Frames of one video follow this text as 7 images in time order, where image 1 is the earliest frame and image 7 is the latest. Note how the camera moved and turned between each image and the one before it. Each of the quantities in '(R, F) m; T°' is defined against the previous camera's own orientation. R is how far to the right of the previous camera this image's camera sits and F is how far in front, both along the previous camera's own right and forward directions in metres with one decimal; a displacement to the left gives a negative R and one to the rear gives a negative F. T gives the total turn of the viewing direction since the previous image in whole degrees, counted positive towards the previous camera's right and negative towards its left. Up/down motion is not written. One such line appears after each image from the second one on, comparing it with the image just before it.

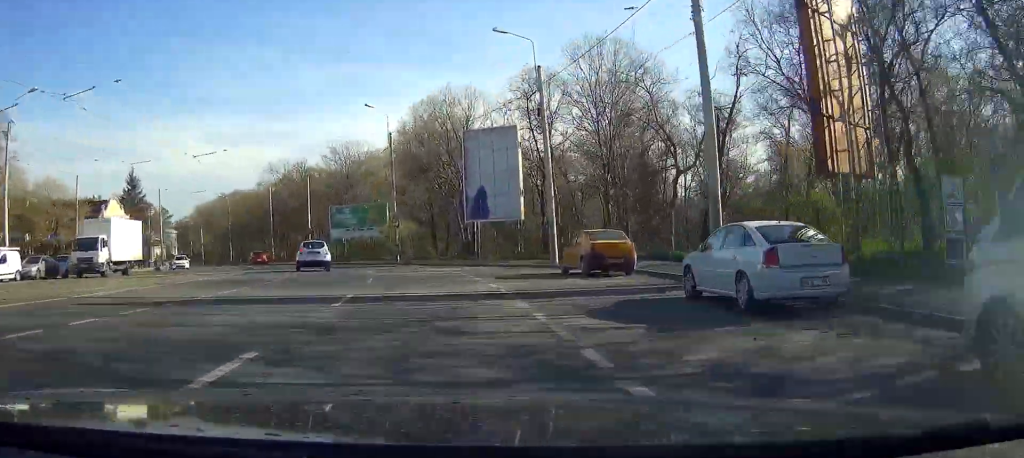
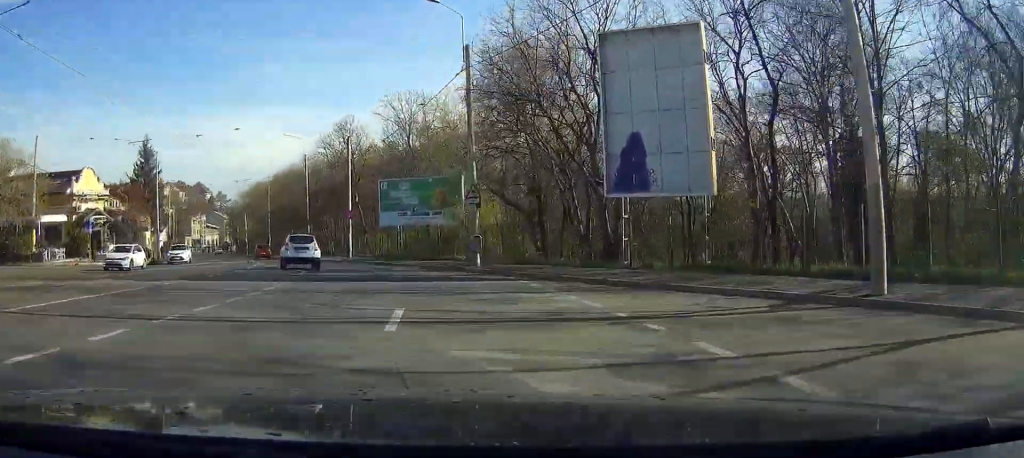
(-1.3, +21.6) m; -8°
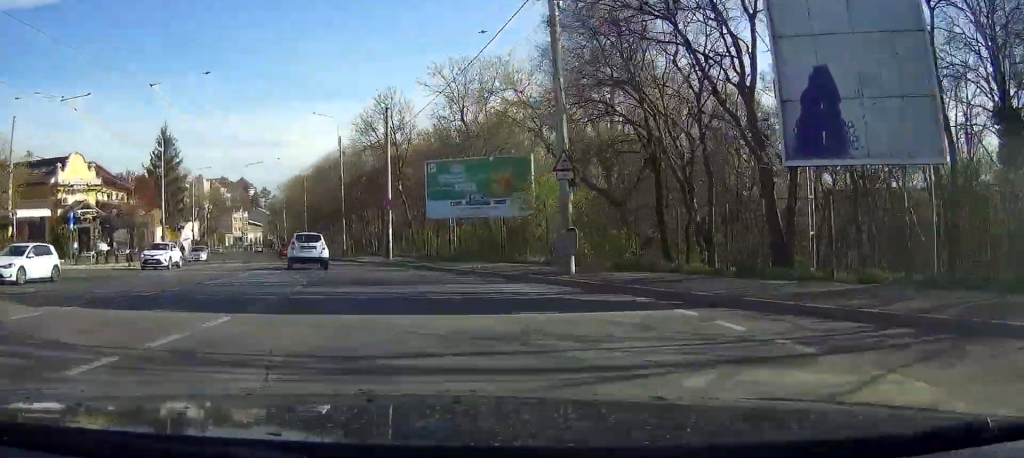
(-0.2, +10.1) m; -4°
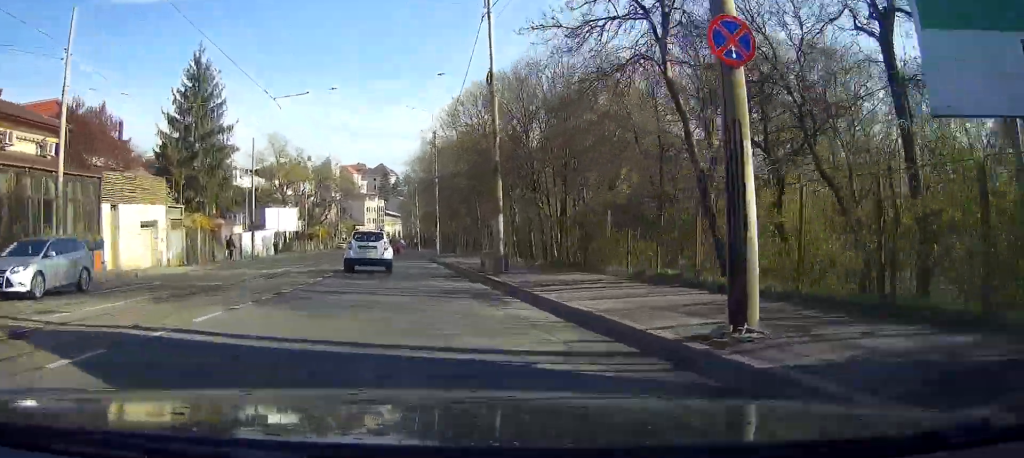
(-3.4, +33.2) m; -10°
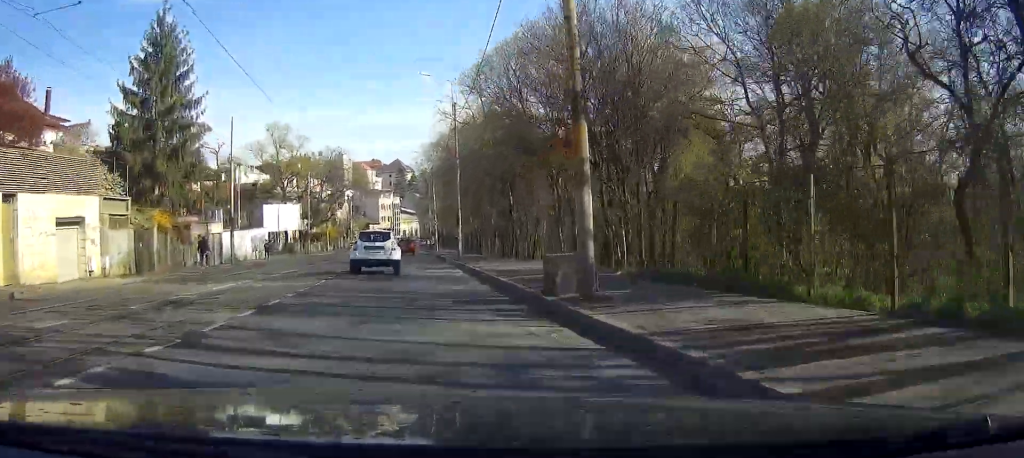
(-0.2, +10.6) m; -1°
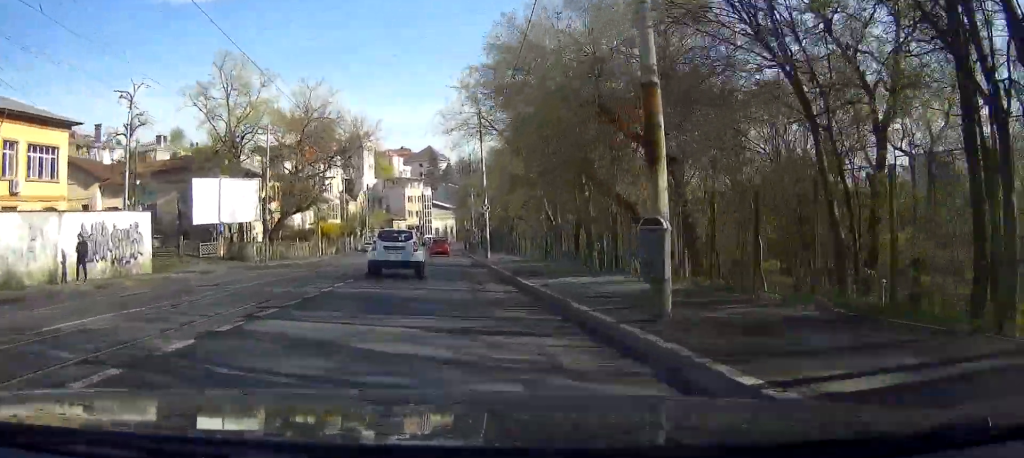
(-0.8, +34.5) m; -2°
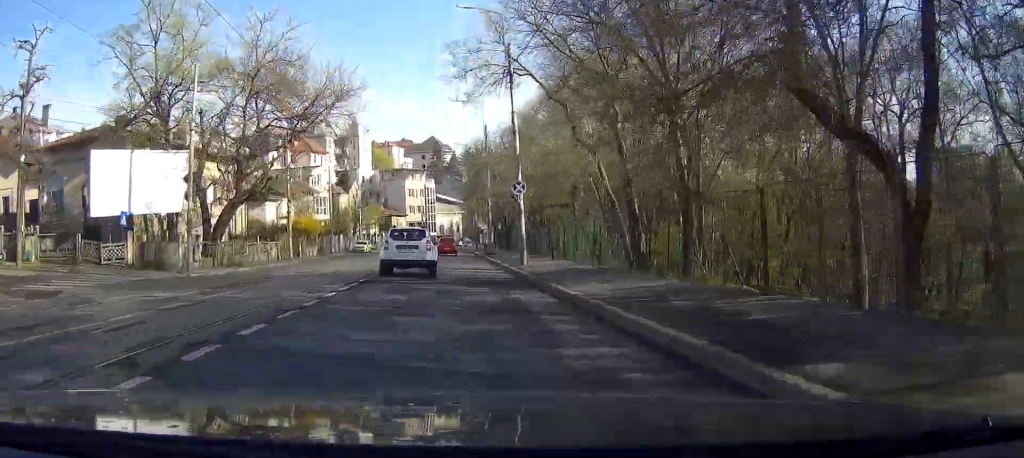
(-0.1, +16.2) m; 0°
